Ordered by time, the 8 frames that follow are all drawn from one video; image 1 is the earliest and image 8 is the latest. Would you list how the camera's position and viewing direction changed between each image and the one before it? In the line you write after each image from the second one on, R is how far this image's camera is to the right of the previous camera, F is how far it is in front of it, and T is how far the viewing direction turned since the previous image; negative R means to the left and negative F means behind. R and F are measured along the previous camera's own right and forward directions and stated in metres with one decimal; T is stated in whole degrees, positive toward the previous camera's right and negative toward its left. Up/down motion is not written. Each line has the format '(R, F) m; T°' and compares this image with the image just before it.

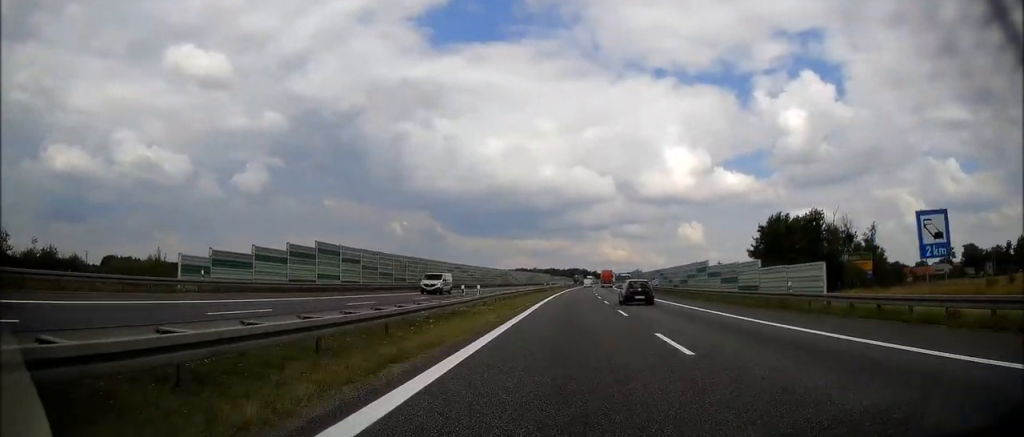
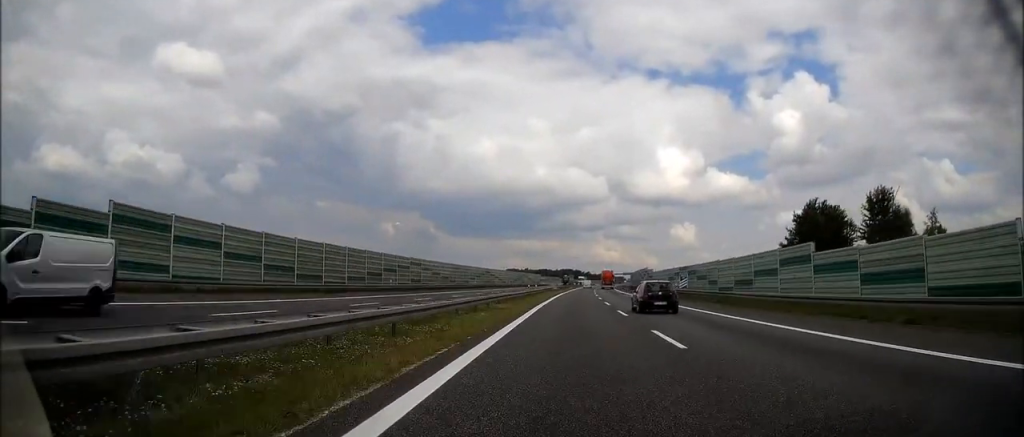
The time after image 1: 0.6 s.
(+0.2, +23.7) m; +1°
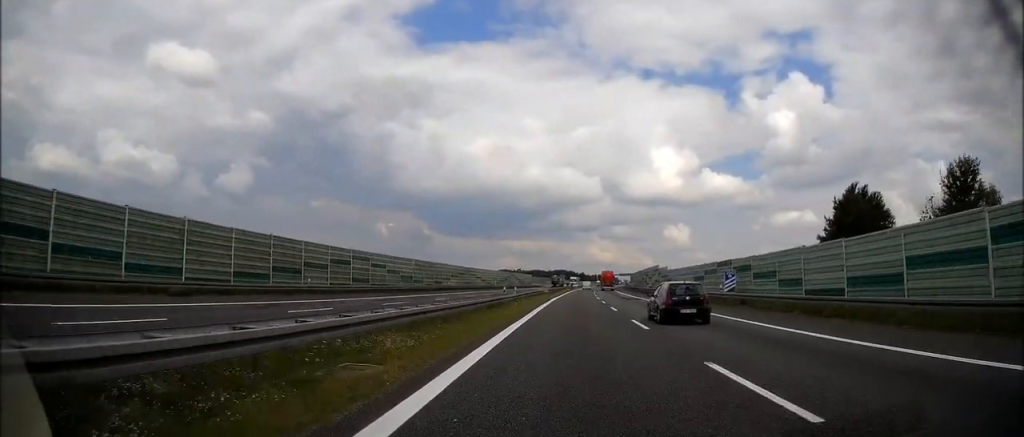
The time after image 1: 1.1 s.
(+0.1, +18.7) m; +1°
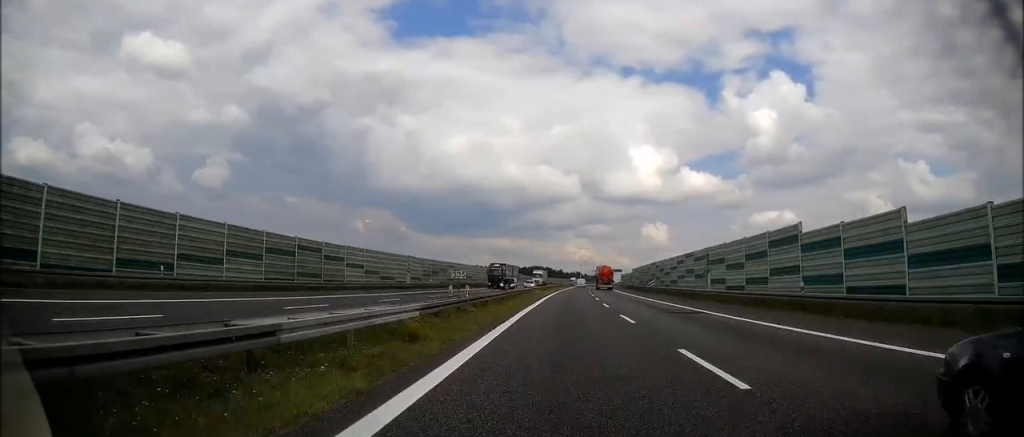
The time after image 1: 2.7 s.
(+1.1, +59.8) m; +2°
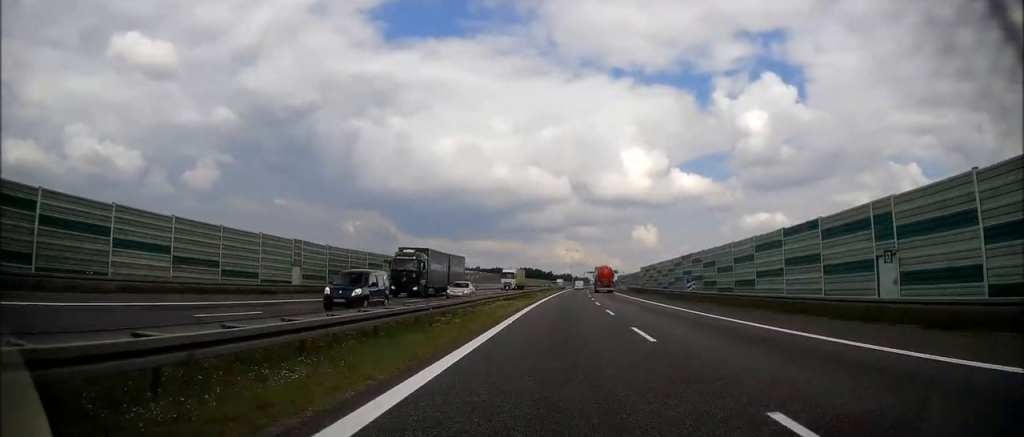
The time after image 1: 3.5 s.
(+0.1, +29.8) m; +1°
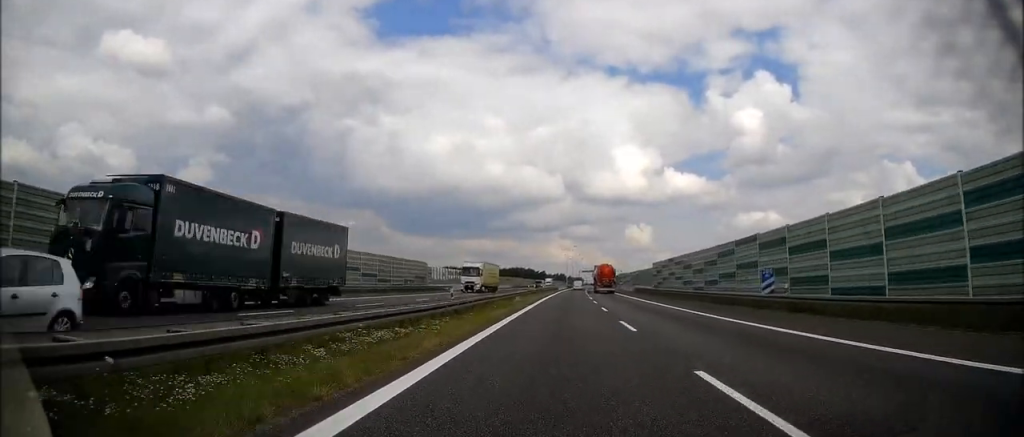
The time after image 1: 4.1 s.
(+0.1, +21.2) m; +1°
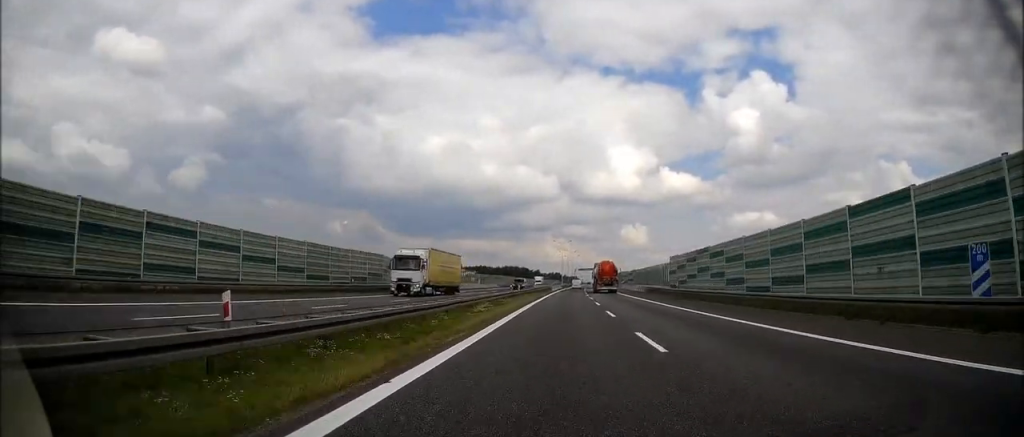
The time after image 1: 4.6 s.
(0.0, +17.4) m; +1°
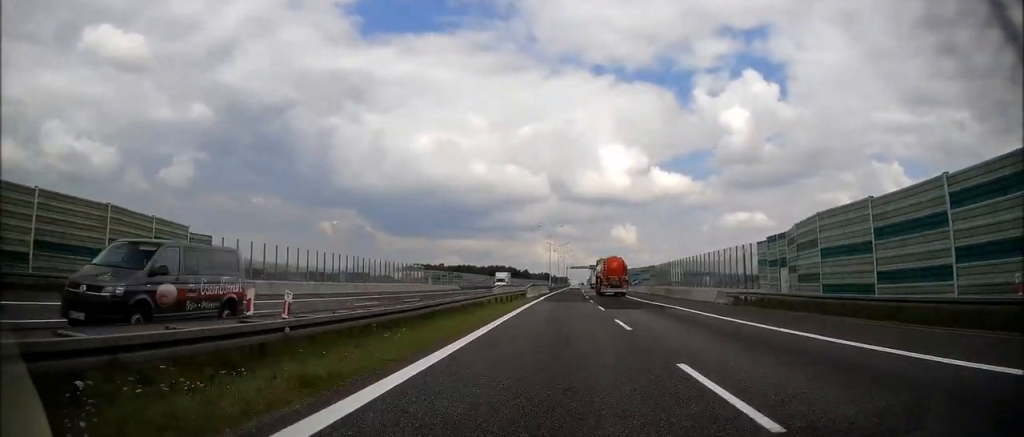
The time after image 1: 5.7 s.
(+0.5, +42.2) m; +1°
